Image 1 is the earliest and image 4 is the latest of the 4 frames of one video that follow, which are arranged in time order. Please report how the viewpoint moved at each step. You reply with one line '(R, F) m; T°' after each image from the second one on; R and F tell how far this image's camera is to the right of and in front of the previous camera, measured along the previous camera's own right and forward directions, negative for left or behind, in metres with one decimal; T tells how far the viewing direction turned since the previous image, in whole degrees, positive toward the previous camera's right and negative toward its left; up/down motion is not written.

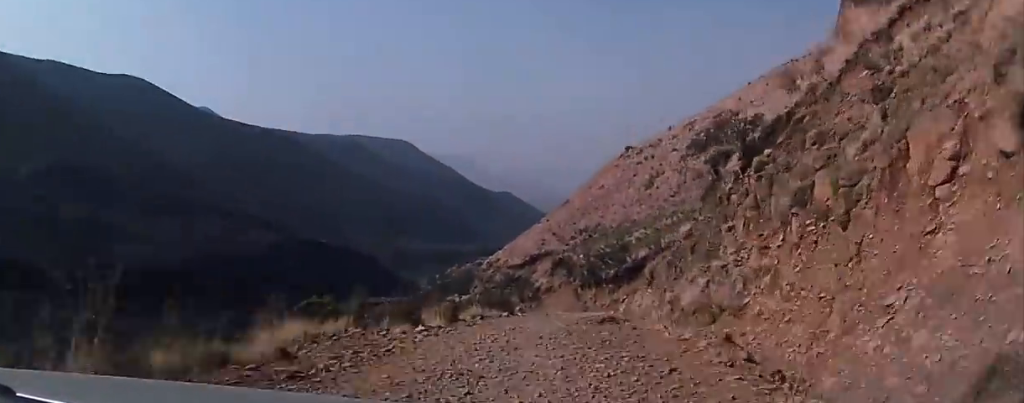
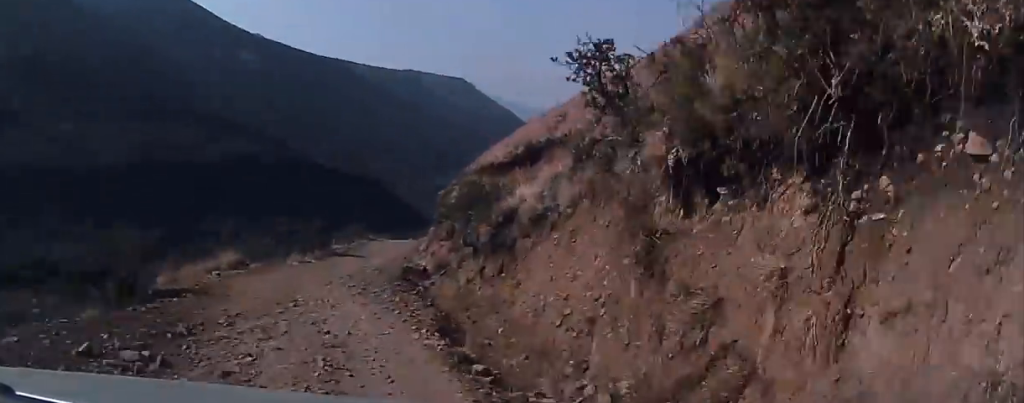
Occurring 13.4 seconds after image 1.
(-5.1, +59.2) m; -12°
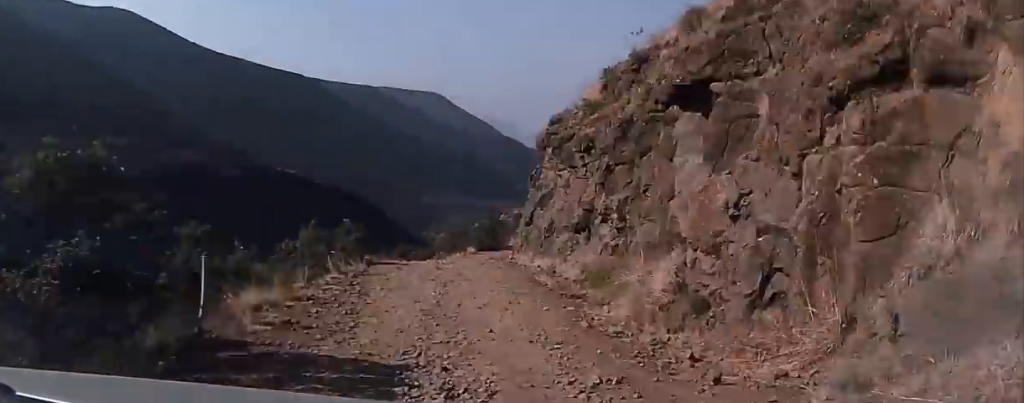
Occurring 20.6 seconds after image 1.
(-3.6, +32.7) m; -2°
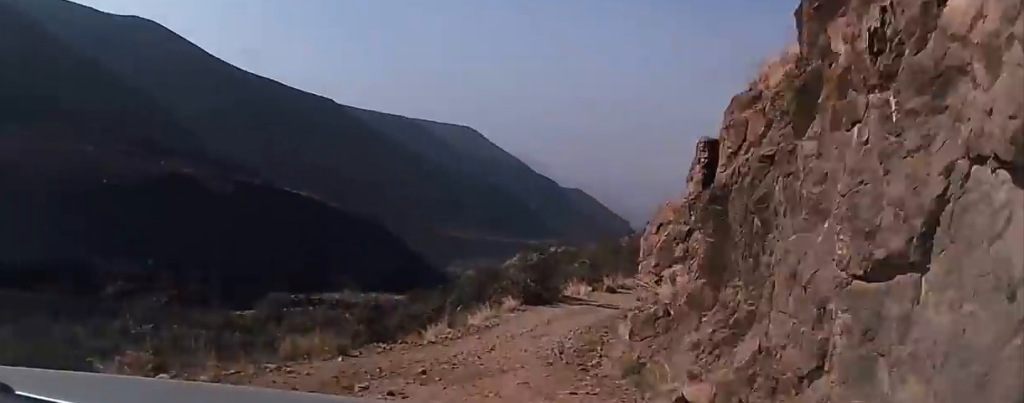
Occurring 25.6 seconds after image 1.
(+1.3, +22.4) m; +10°
